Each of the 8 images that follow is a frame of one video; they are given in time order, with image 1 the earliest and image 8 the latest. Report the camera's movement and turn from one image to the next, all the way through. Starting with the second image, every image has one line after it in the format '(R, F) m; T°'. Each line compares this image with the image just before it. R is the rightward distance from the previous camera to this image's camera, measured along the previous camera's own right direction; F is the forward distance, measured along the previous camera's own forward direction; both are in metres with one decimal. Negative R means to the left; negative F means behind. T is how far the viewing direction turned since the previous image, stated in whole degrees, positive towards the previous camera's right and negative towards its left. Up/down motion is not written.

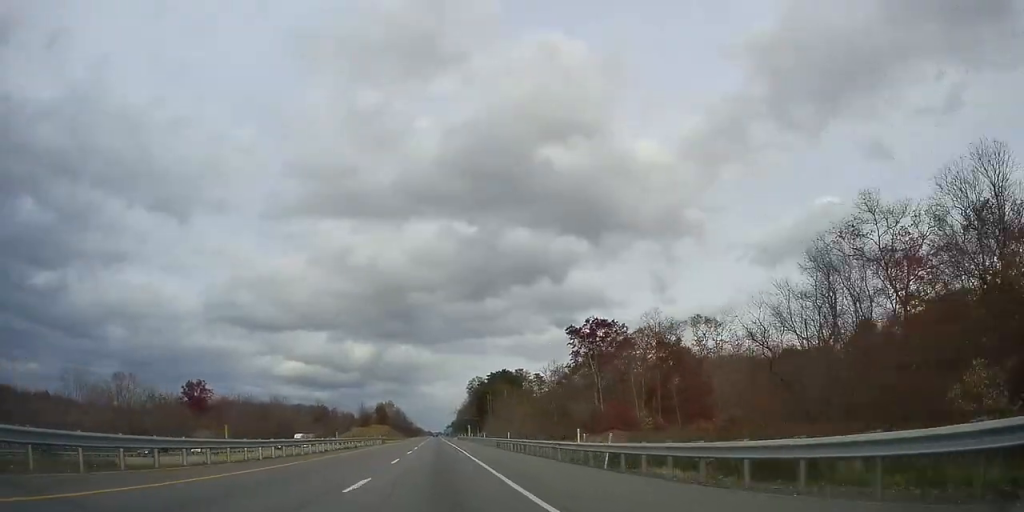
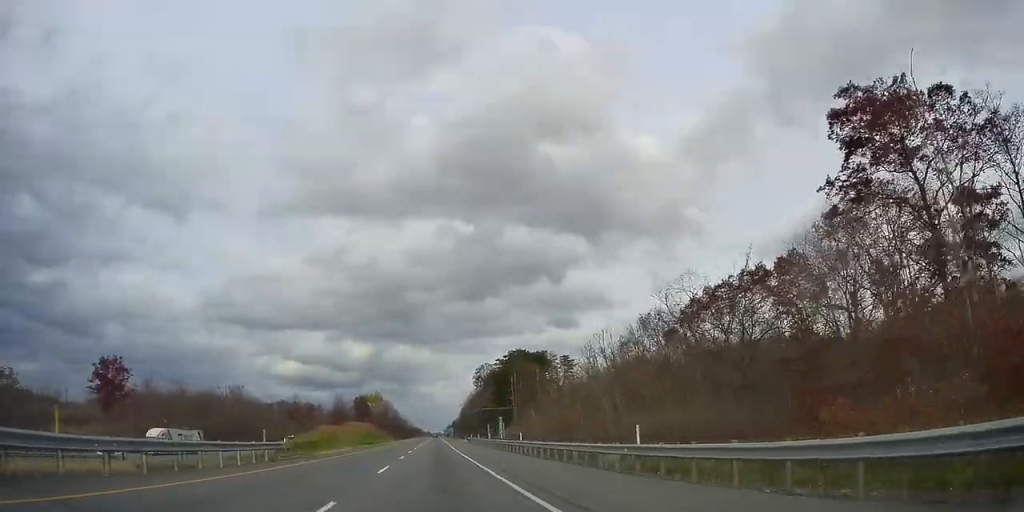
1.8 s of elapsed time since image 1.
(-0.4, +52.5) m; -1°
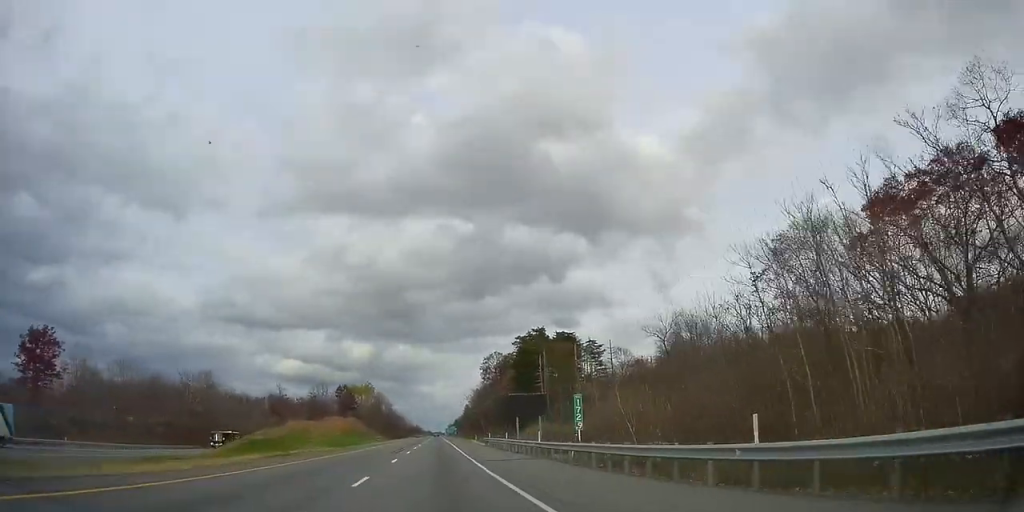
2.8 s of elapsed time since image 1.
(+0.1, +29.0) m; 0°
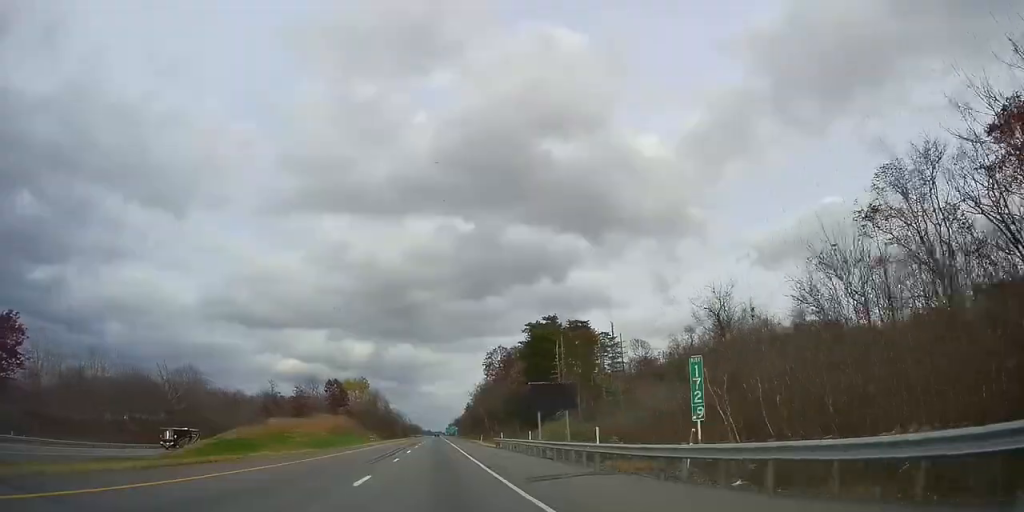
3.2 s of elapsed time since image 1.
(-0.1, +11.8) m; 0°
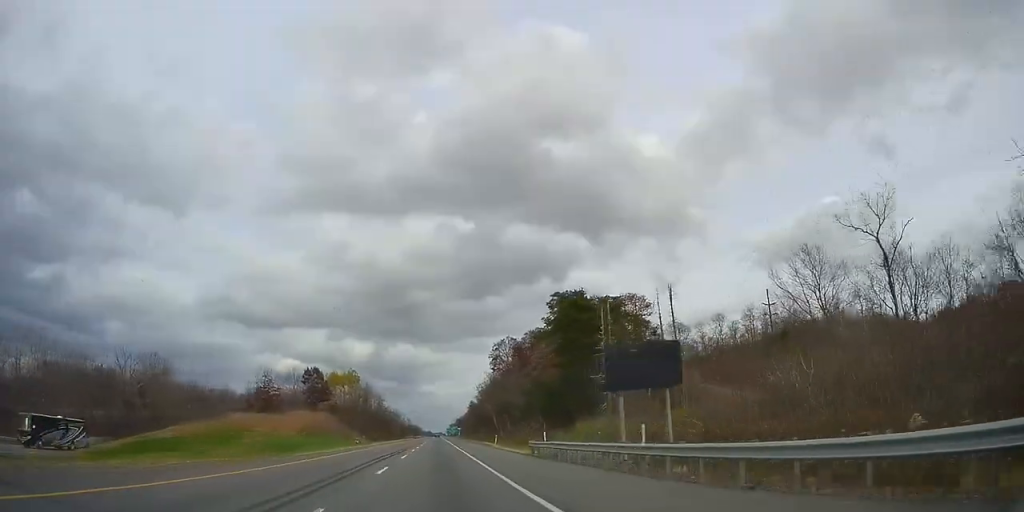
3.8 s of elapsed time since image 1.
(-0.1, +19.8) m; 0°
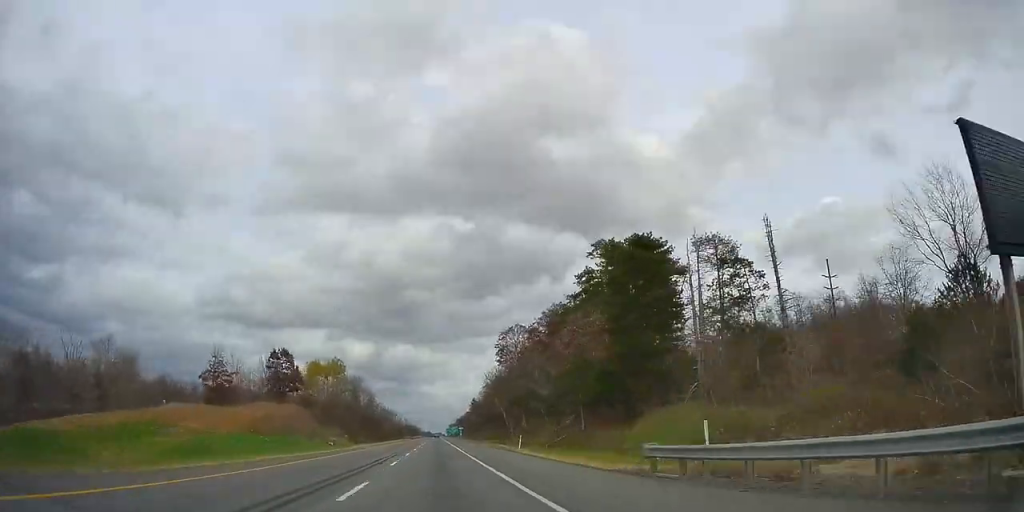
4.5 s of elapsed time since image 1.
(-0.1, +19.3) m; +1°
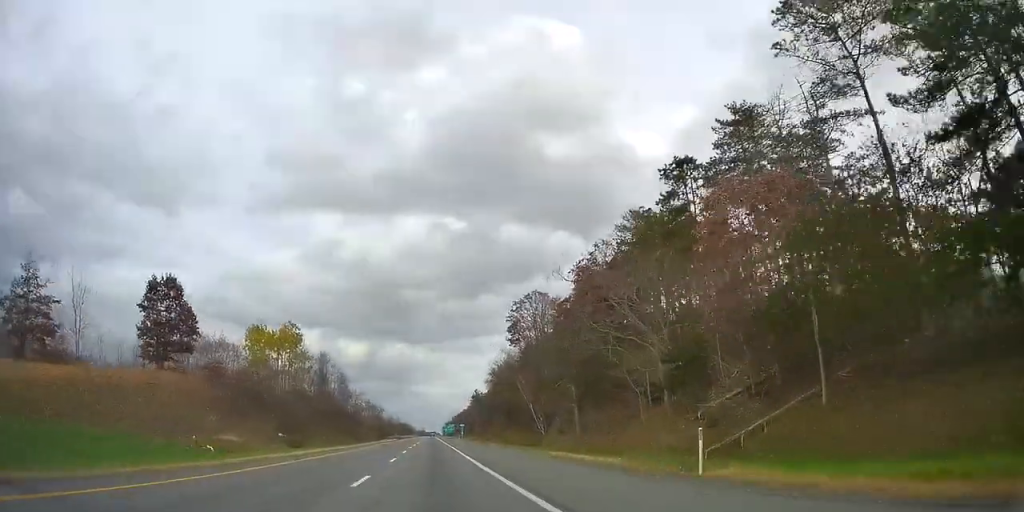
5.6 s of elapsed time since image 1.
(+0.7, +32.5) m; +1°
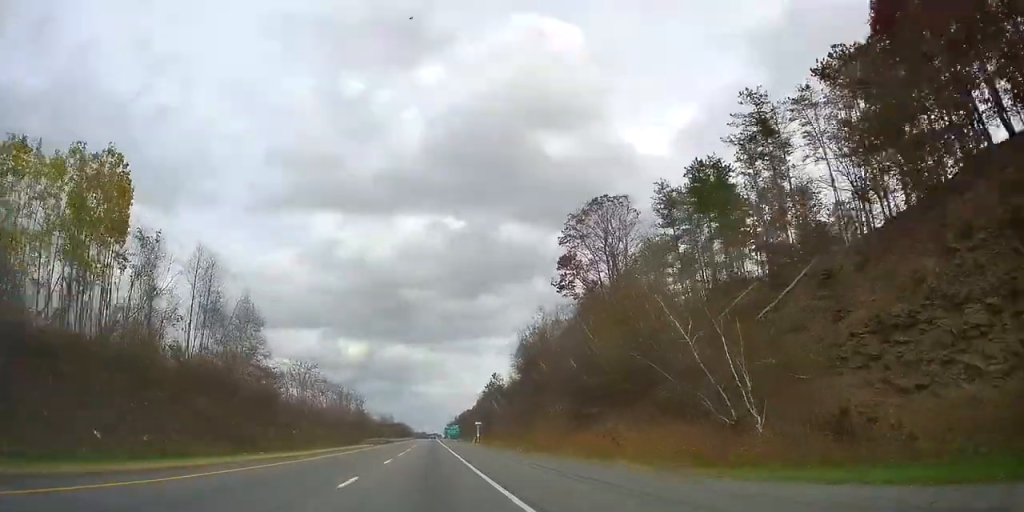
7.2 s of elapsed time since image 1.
(-0.3, +47.3) m; 0°
